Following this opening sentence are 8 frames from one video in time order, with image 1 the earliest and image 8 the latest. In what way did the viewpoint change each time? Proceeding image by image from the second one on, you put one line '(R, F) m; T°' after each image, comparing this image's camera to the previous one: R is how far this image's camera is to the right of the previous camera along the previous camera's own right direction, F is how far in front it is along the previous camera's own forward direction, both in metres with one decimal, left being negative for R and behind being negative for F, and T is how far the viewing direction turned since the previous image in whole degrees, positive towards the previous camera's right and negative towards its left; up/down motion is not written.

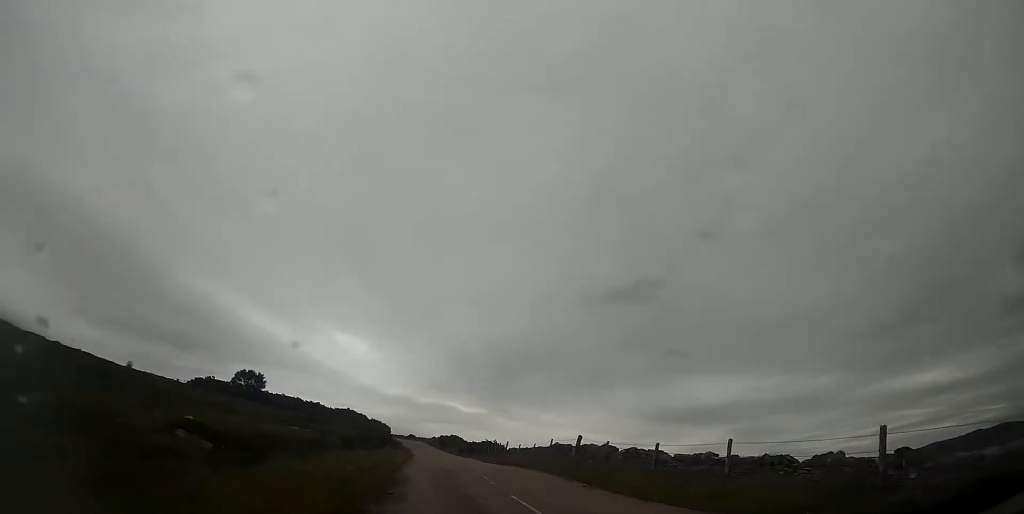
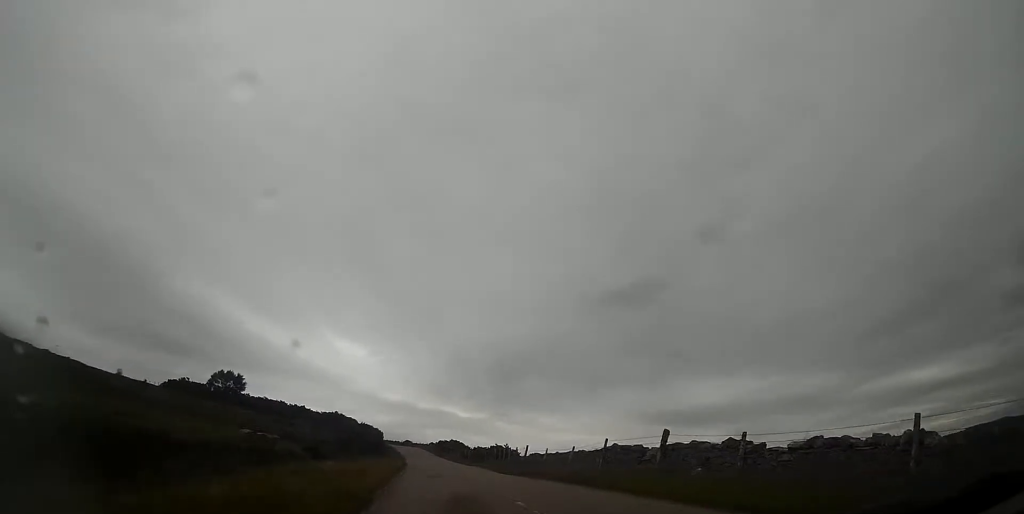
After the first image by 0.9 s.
(-0.1, +9.8) m; -1°
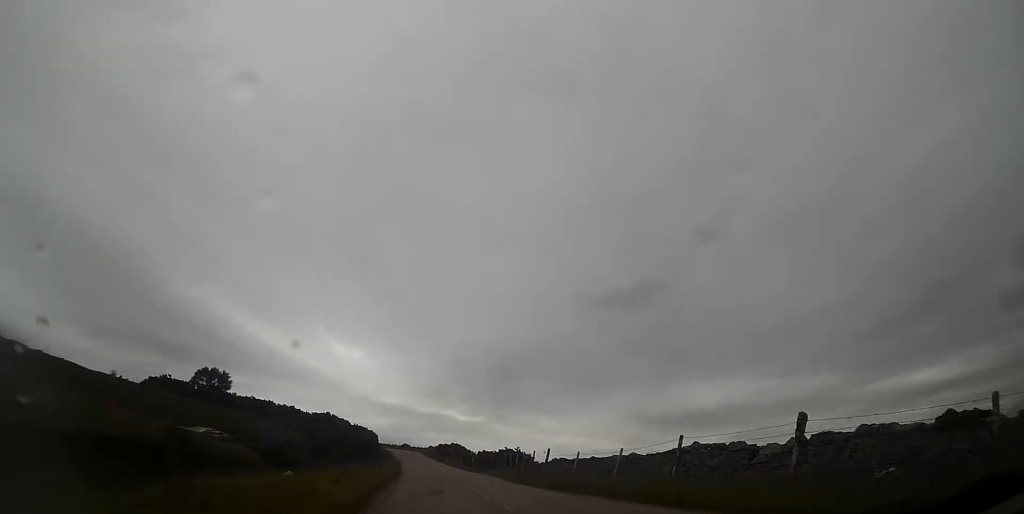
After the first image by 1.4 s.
(0.0, +6.6) m; -1°
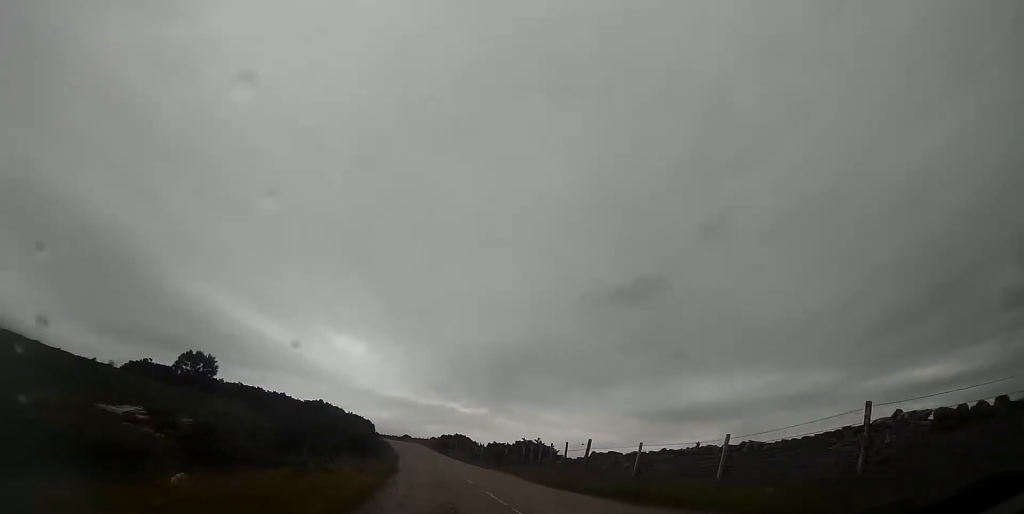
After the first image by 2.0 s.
(0.0, +7.1) m; 0°
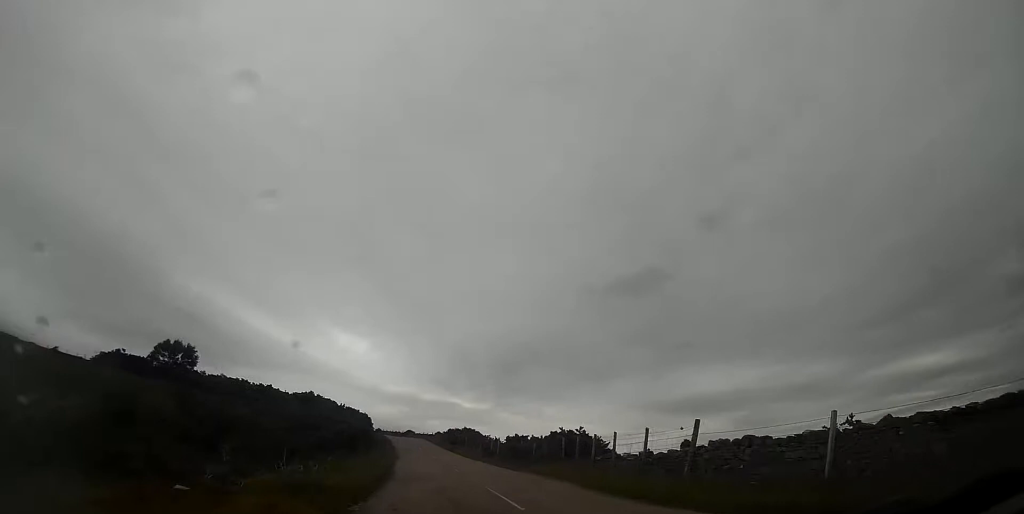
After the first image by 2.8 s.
(-0.1, +8.9) m; -1°
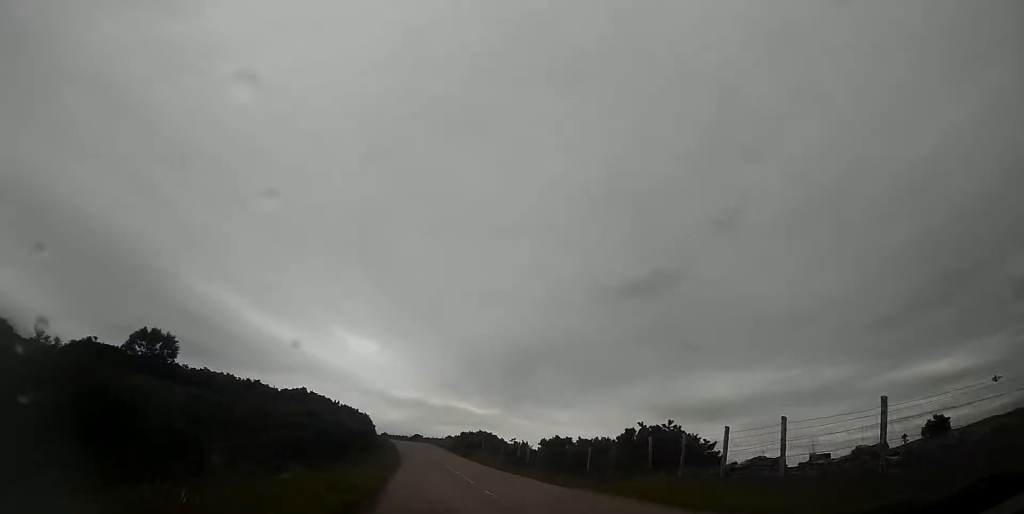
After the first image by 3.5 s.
(0.0, +9.1) m; -1°
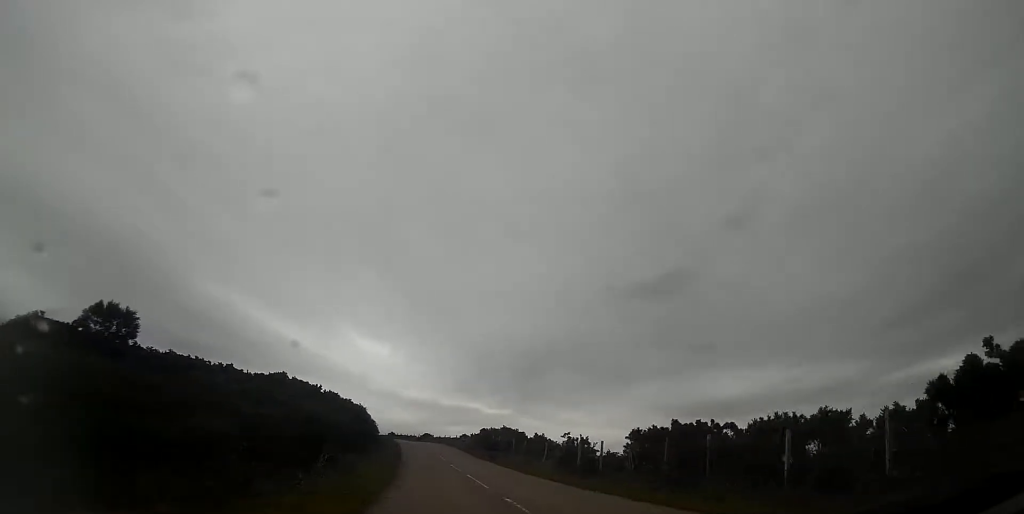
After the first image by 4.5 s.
(-0.1, +12.2) m; -2°
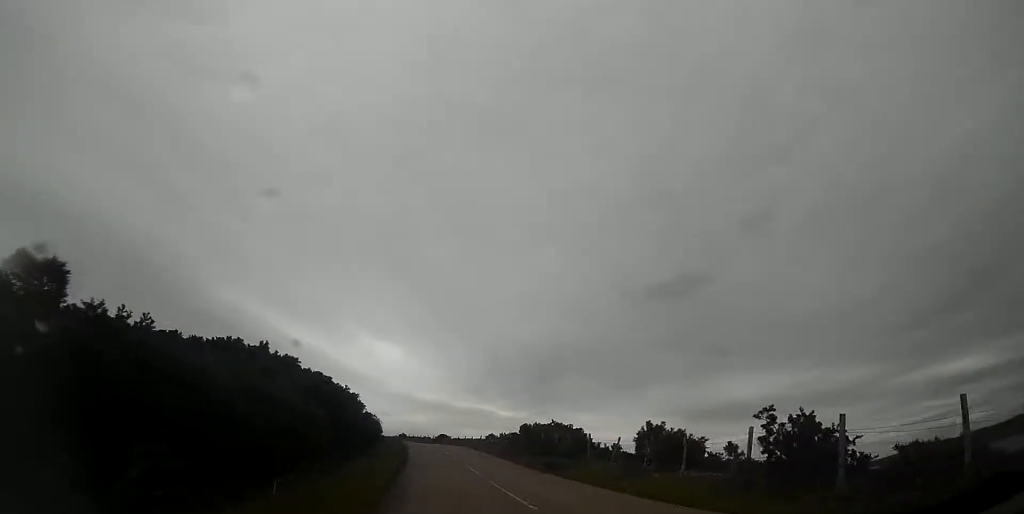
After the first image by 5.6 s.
(-0.3, +15.2) m; -1°
